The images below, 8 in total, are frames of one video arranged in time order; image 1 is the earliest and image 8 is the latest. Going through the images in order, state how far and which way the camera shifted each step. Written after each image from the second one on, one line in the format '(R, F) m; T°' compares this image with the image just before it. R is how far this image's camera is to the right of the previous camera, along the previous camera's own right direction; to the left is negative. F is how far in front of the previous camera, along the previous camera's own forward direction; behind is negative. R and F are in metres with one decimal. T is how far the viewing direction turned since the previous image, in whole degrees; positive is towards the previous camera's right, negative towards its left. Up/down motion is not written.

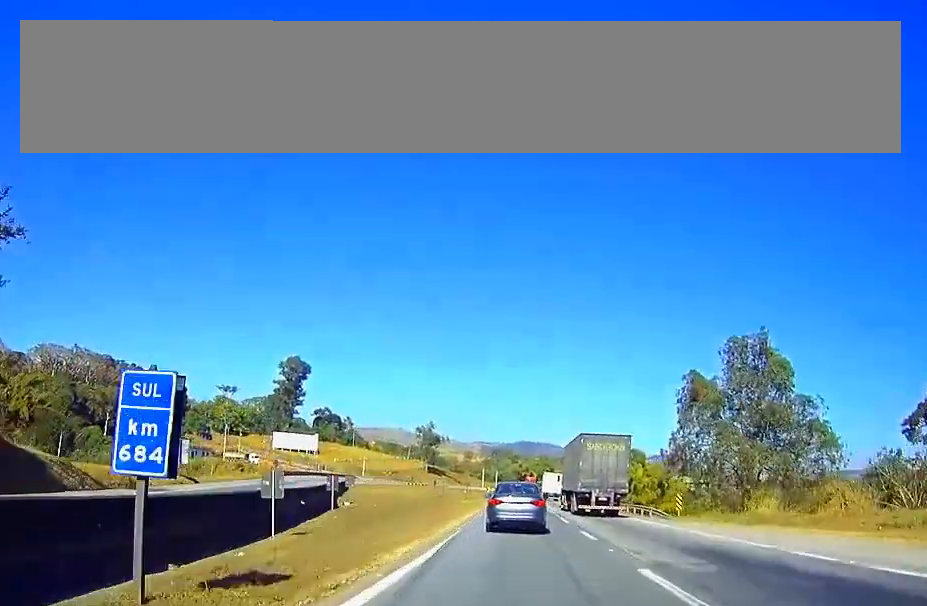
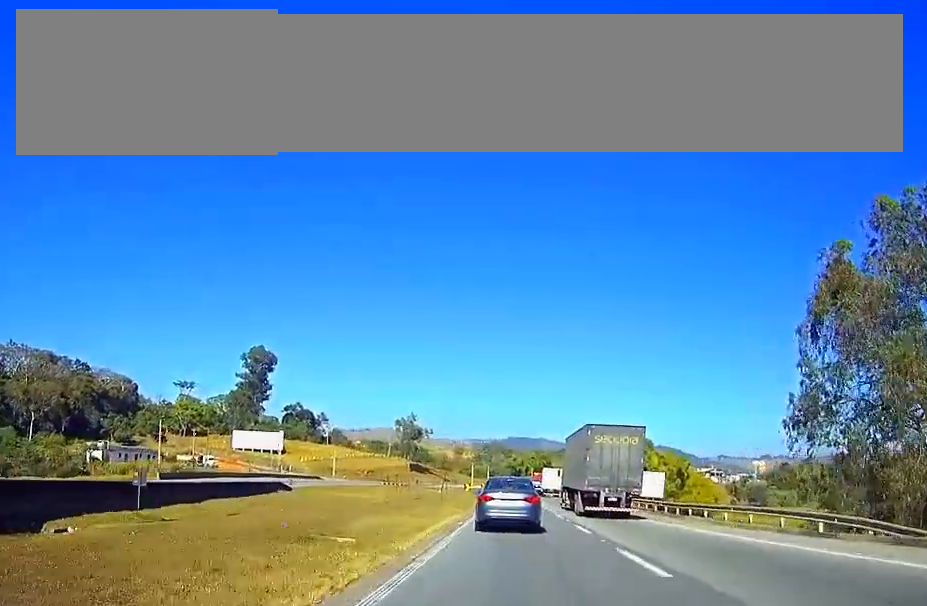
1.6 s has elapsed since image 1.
(0.0, +35.7) m; 0°
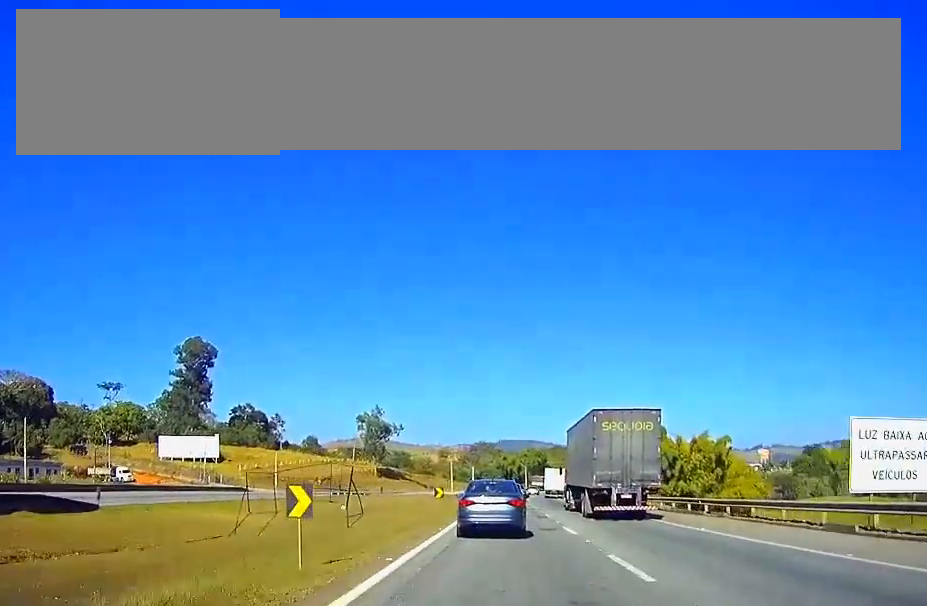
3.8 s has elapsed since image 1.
(-0.4, +49.0) m; 0°
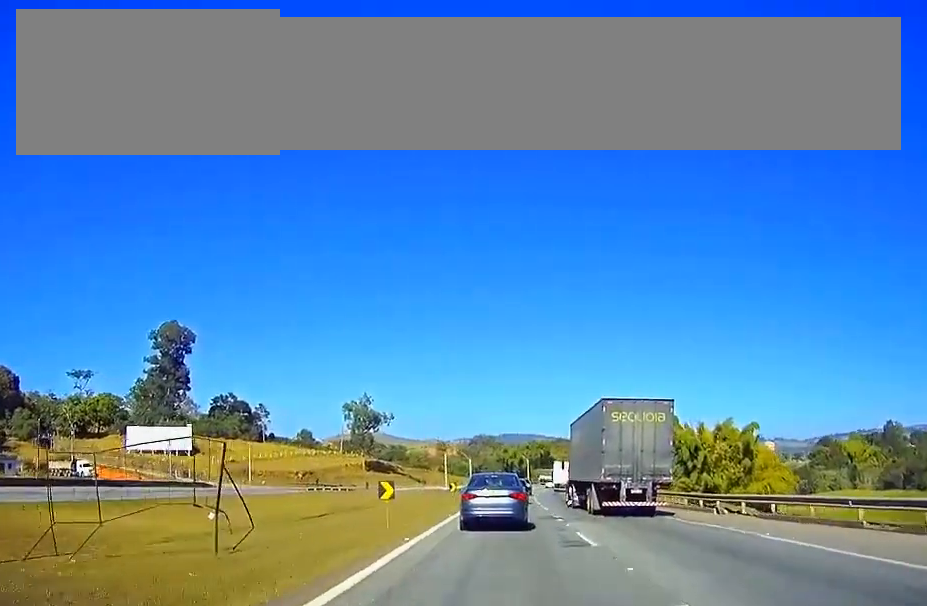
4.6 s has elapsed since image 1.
(+0.1, +19.2) m; 0°
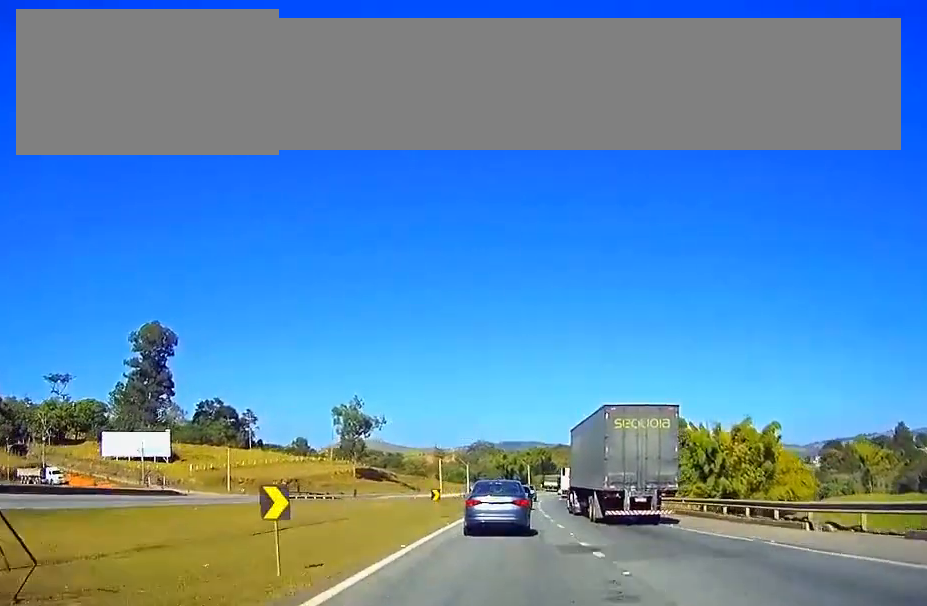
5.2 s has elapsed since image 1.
(0.0, +12.5) m; 0°
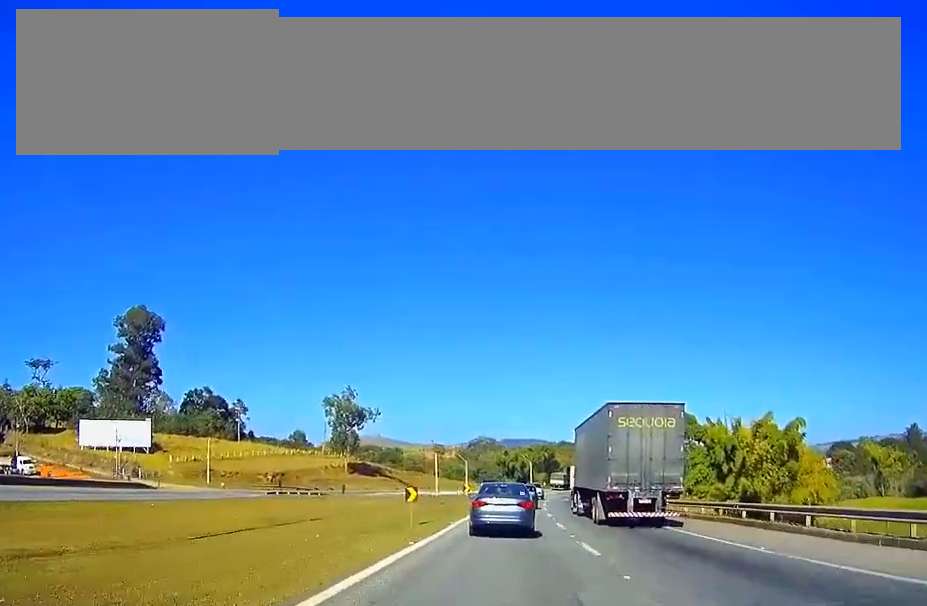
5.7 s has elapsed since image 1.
(0.0, +11.1) m; 0°
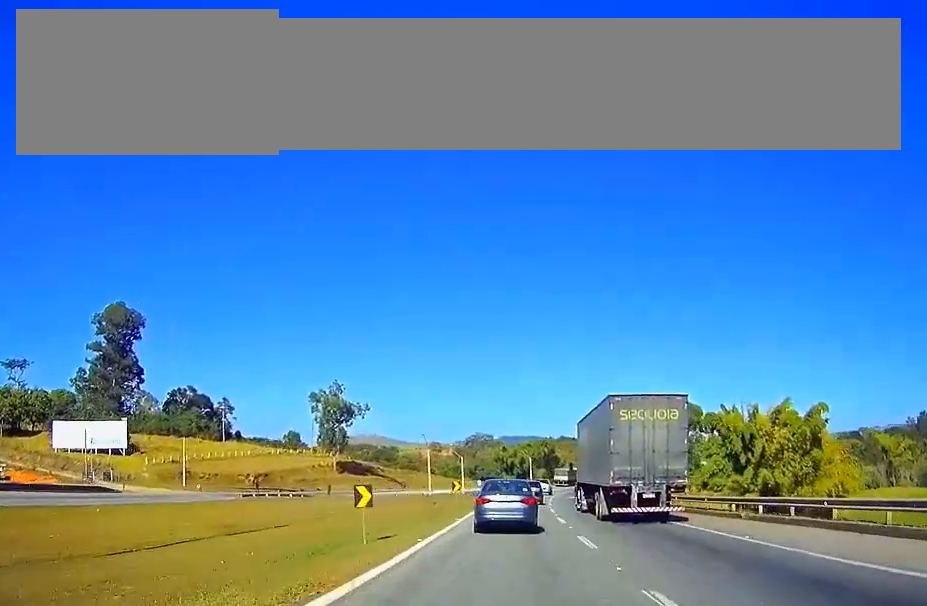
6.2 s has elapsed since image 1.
(0.0, +10.3) m; 0°
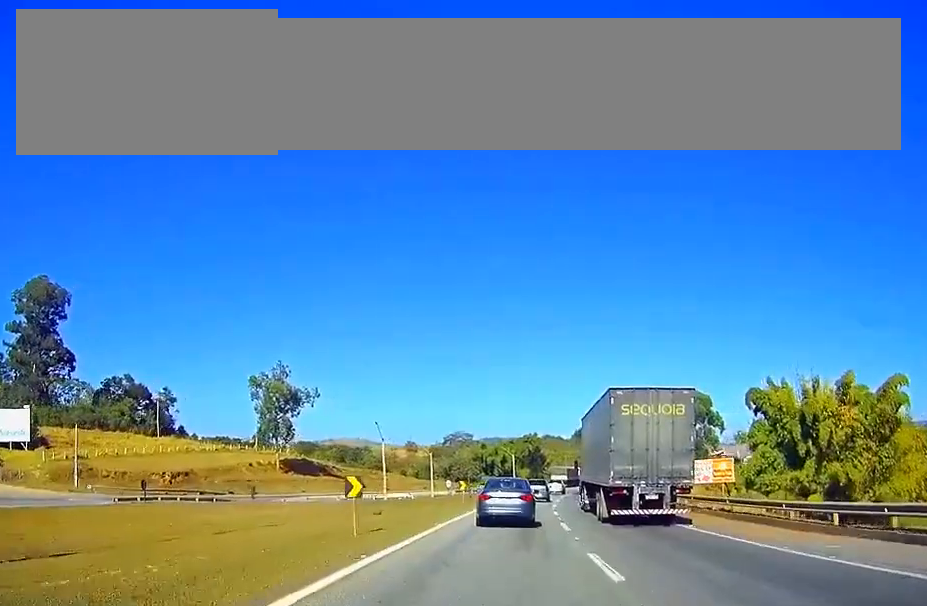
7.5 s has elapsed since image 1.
(+0.4, +29.7) m; +1°
